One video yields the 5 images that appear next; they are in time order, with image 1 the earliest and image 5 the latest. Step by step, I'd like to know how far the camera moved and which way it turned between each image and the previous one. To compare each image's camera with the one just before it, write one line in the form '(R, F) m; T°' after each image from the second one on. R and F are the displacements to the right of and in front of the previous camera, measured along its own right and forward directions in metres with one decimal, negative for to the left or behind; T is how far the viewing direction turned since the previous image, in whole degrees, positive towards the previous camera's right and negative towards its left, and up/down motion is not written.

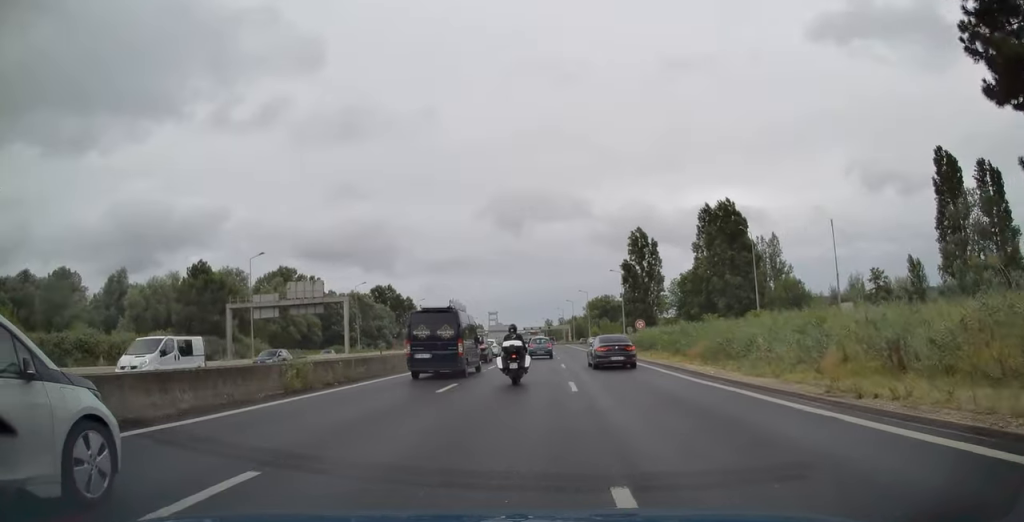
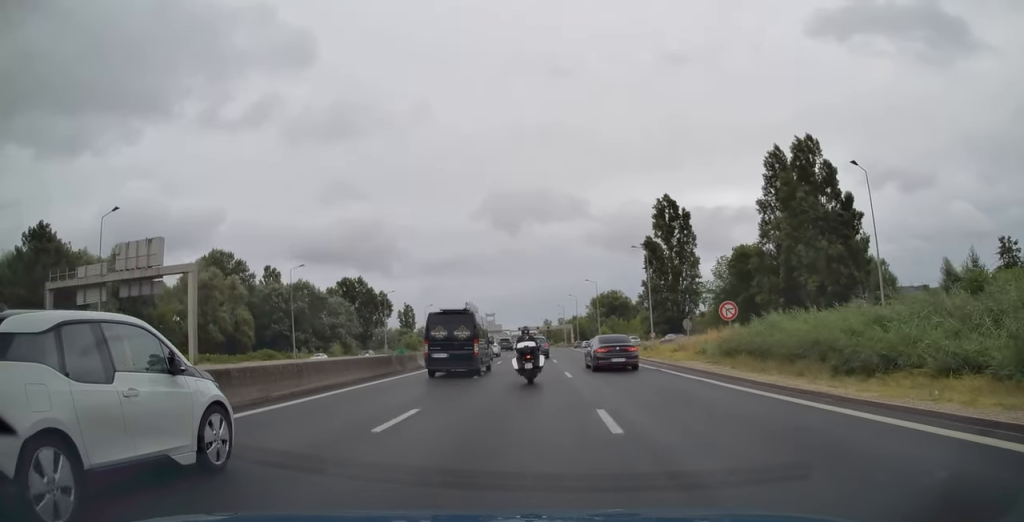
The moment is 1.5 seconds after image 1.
(+0.5, +33.1) m; 0°
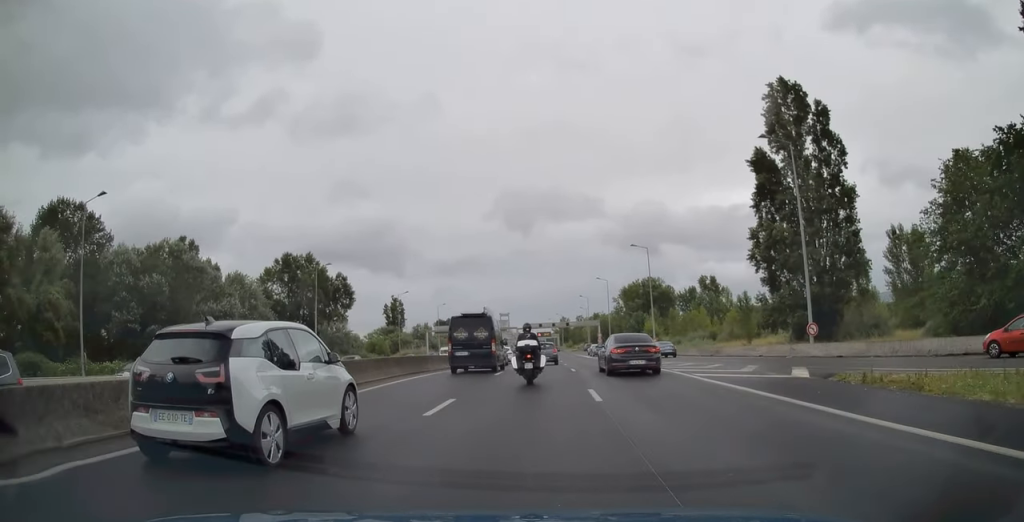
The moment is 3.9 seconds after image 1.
(-0.7, +51.4) m; -1°
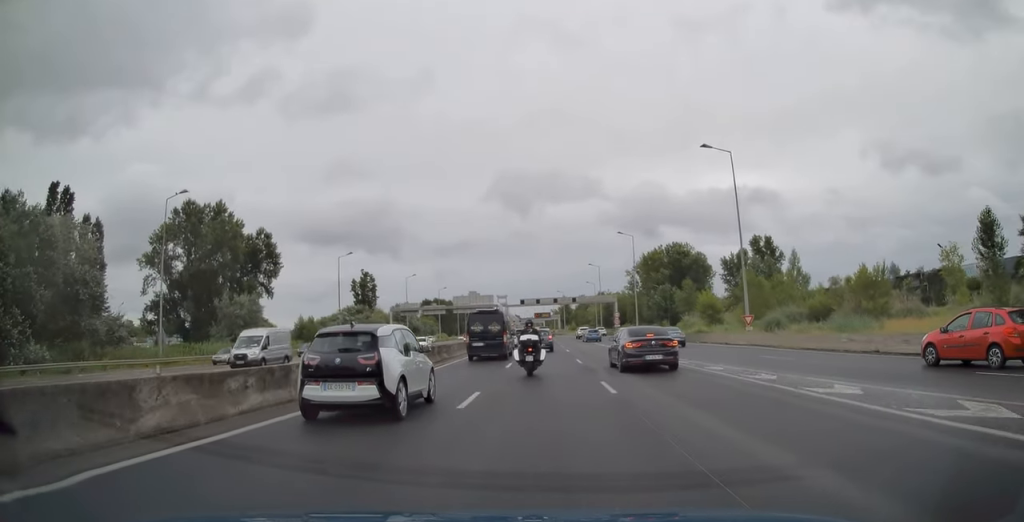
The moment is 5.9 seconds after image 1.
(-0.5, +39.5) m; -1°
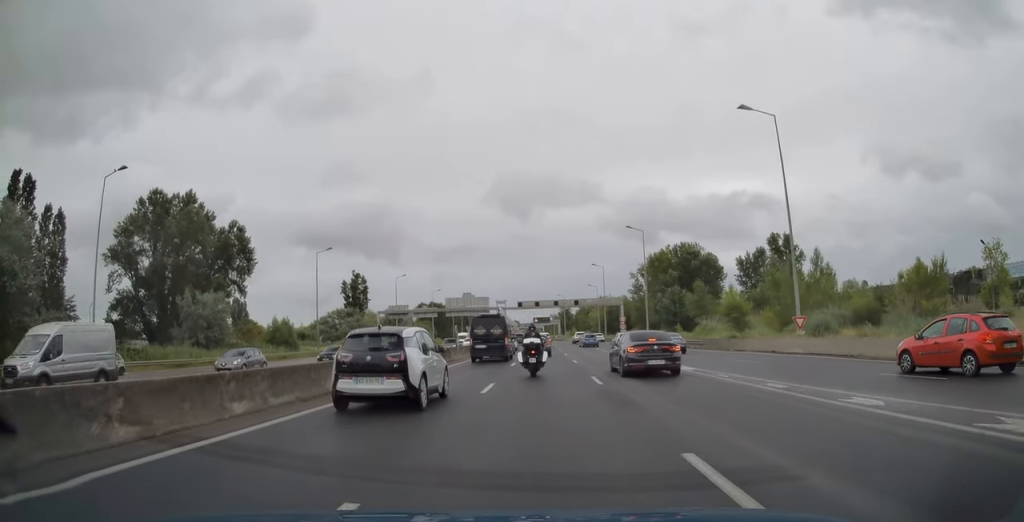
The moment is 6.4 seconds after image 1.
(0.0, +9.9) m; 0°
